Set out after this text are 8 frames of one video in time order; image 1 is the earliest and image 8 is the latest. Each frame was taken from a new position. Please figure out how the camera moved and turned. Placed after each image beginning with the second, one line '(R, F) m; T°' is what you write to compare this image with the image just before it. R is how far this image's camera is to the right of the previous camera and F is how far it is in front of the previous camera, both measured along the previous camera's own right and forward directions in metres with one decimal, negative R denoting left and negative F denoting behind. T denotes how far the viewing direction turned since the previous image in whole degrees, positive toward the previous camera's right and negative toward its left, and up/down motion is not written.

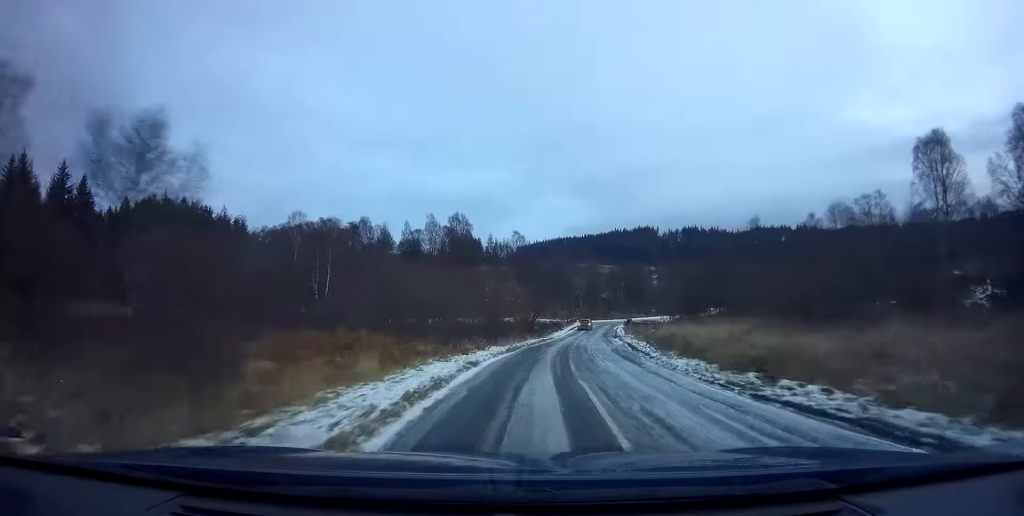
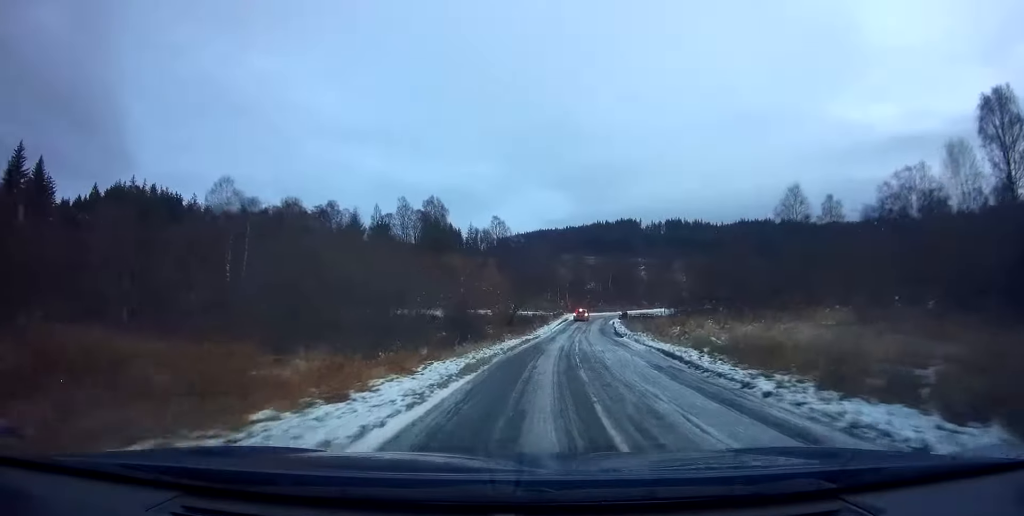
(+0.4, +11.3) m; +3°
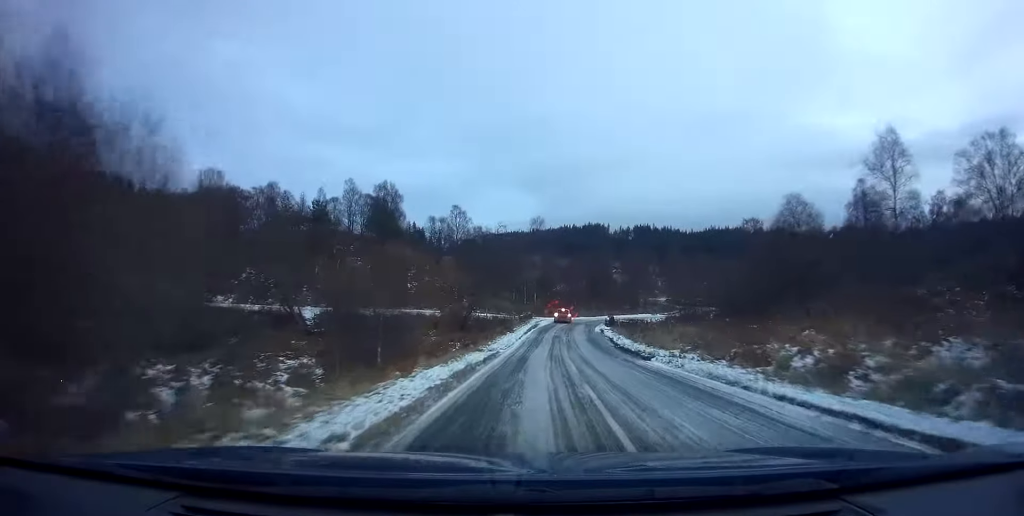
(+0.4, +15.8) m; +3°
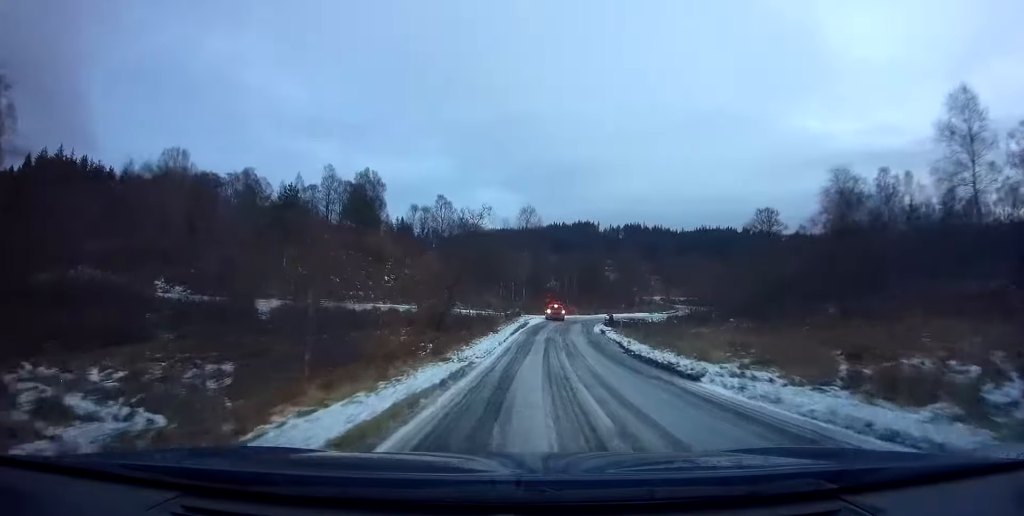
(+0.1, +6.6) m; +1°
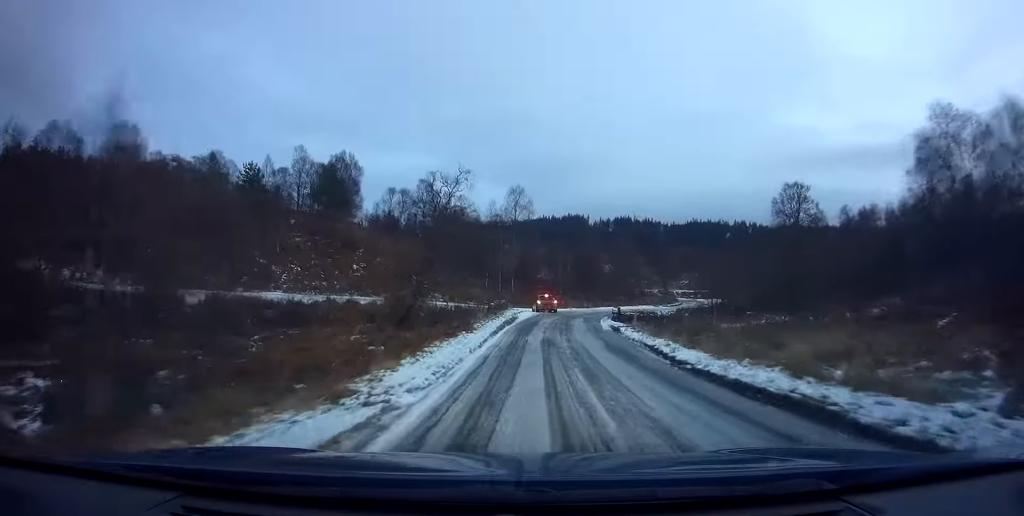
(+0.2, +9.0) m; +1°
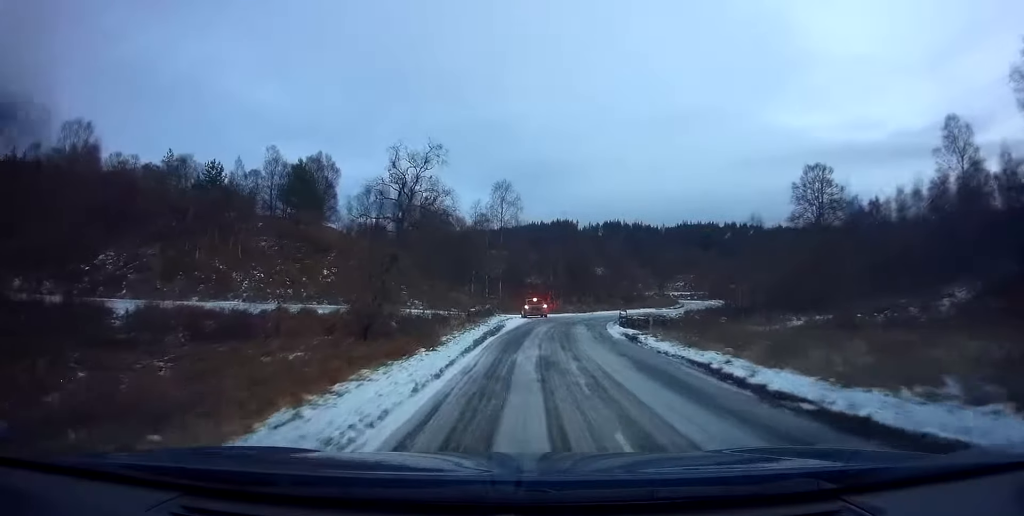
(0.0, +6.6) m; +1°
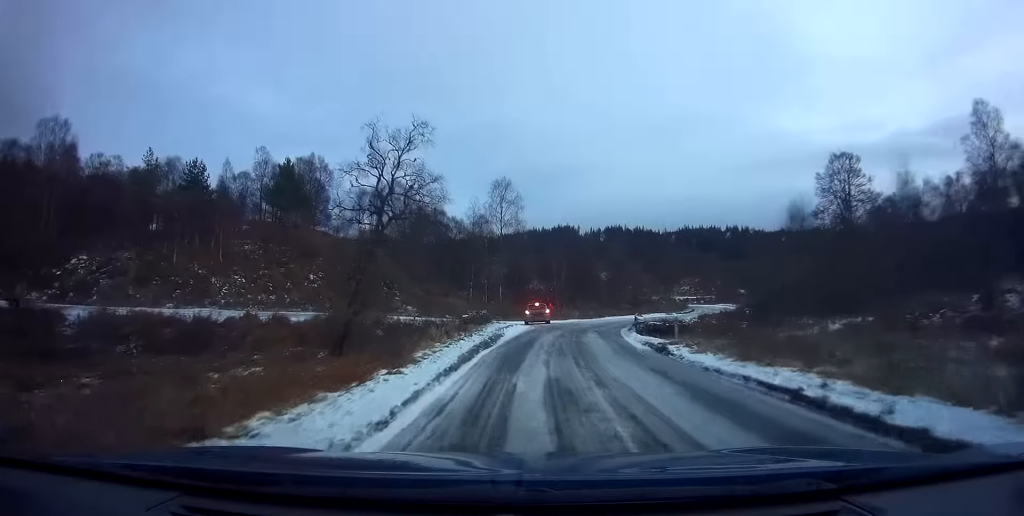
(0.0, +4.3) m; 0°
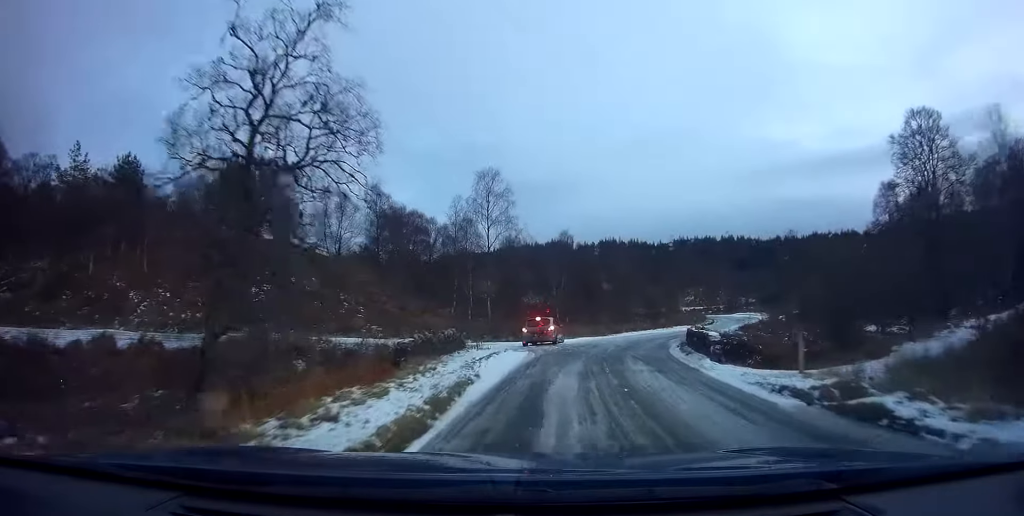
(+0.1, +11.0) m; 0°
